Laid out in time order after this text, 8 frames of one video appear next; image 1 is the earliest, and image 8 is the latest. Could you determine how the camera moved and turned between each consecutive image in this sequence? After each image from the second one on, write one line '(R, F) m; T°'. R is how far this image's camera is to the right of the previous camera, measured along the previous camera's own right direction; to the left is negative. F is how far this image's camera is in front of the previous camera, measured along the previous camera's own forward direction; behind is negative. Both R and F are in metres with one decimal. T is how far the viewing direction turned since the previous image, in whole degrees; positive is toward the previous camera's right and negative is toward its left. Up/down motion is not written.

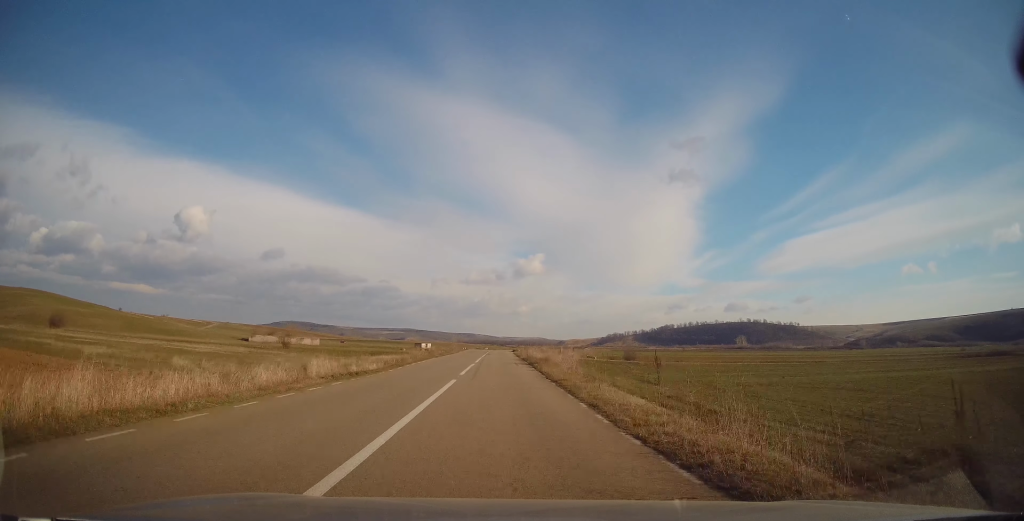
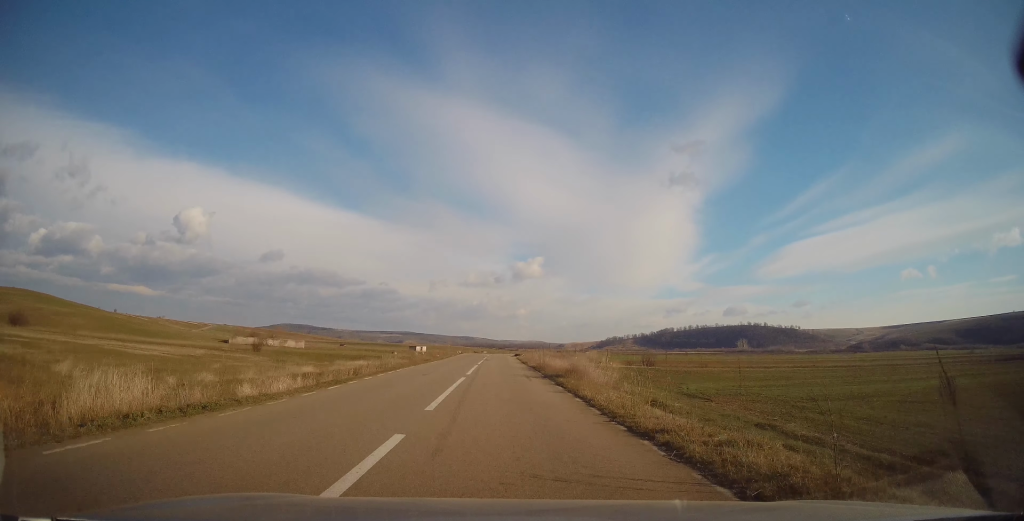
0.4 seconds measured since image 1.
(-0.1, +10.5) m; 0°
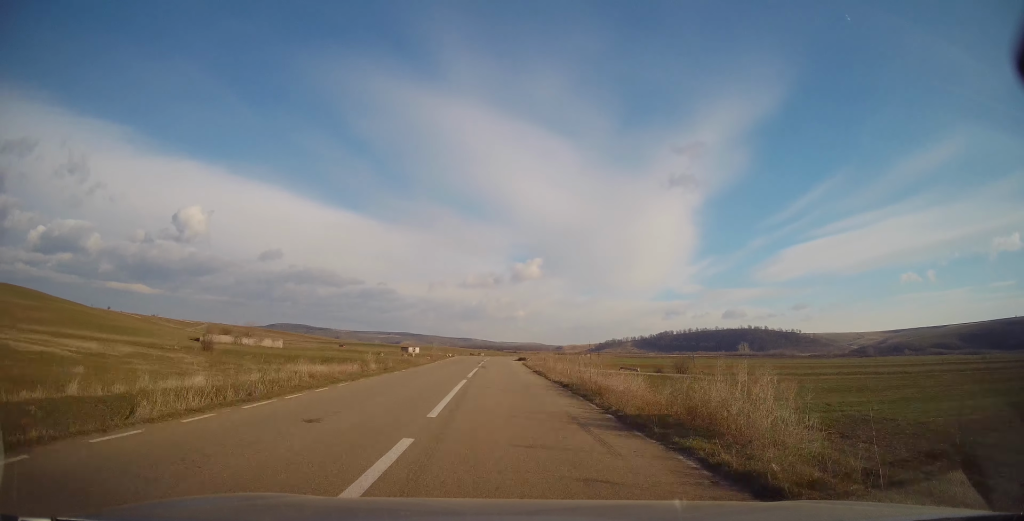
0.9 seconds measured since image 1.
(+0.1, +13.2) m; +1°
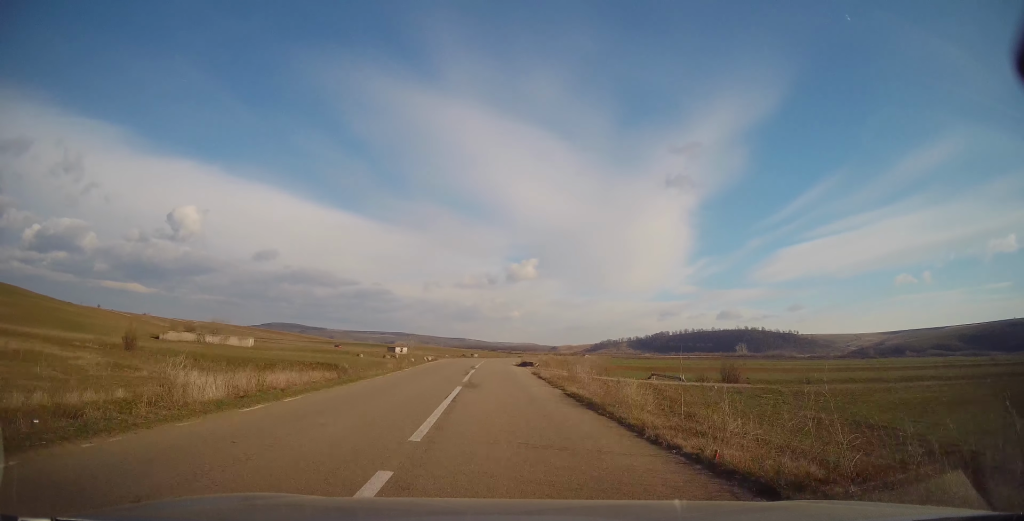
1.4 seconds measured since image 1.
(+0.2, +13.9) m; +1°
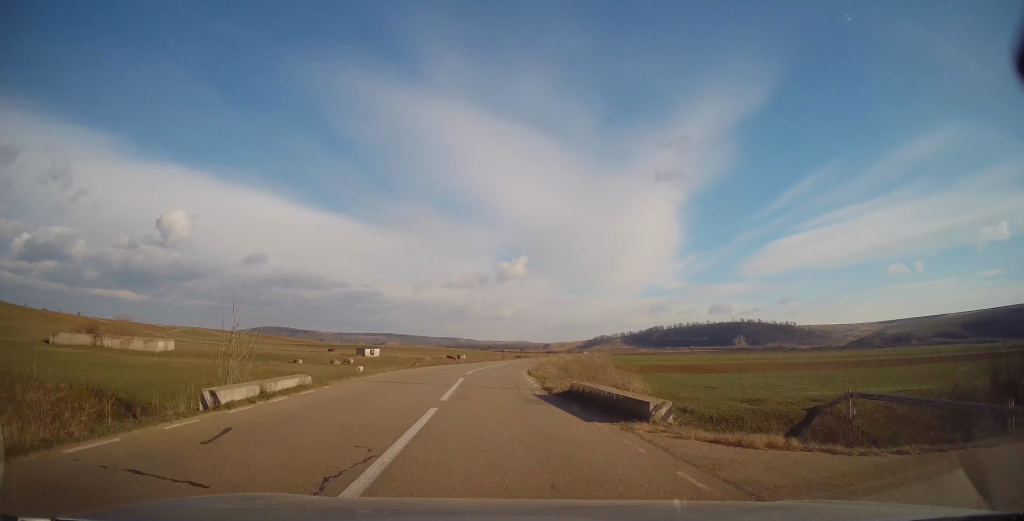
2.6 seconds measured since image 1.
(+0.2, +29.0) m; 0°
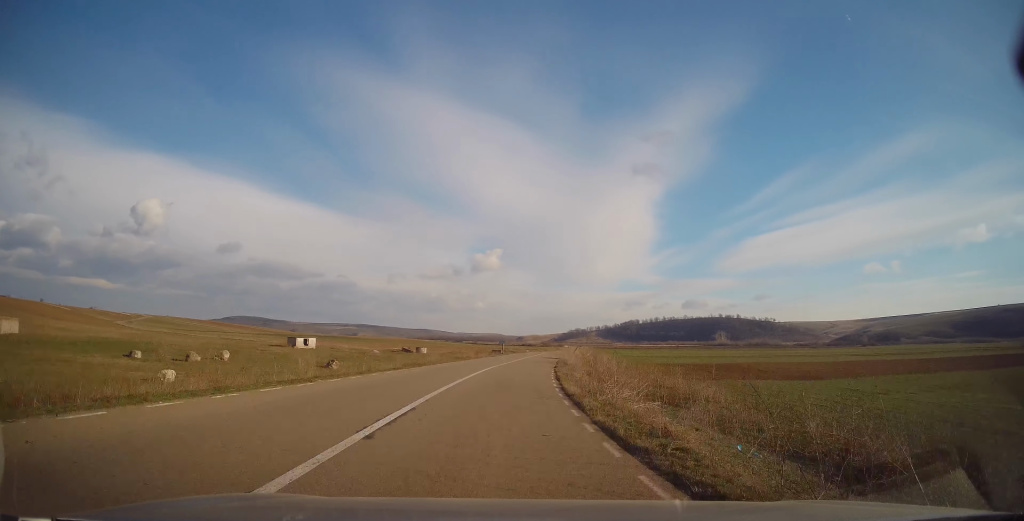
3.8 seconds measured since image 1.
(+0.4, +30.5) m; +3°
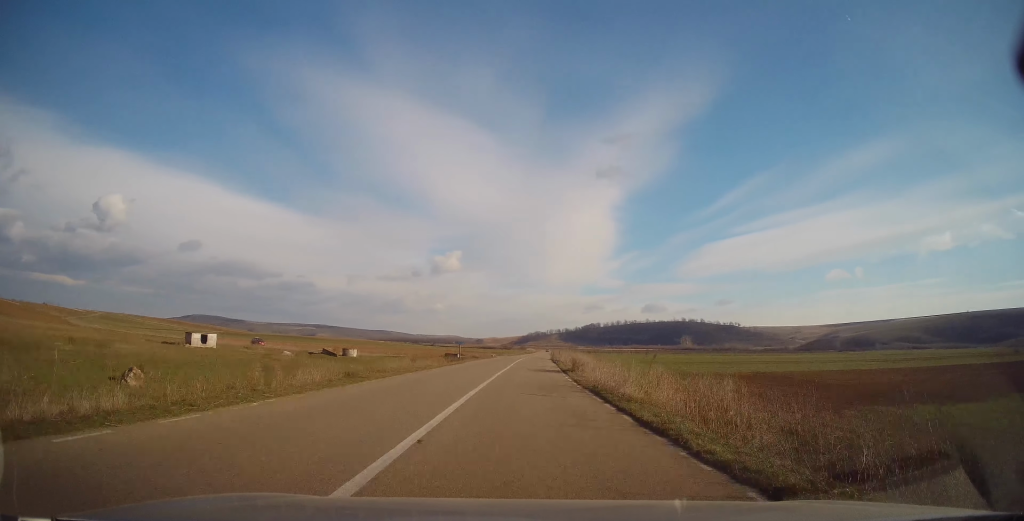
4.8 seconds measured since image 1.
(+1.0, +24.4) m; +4°
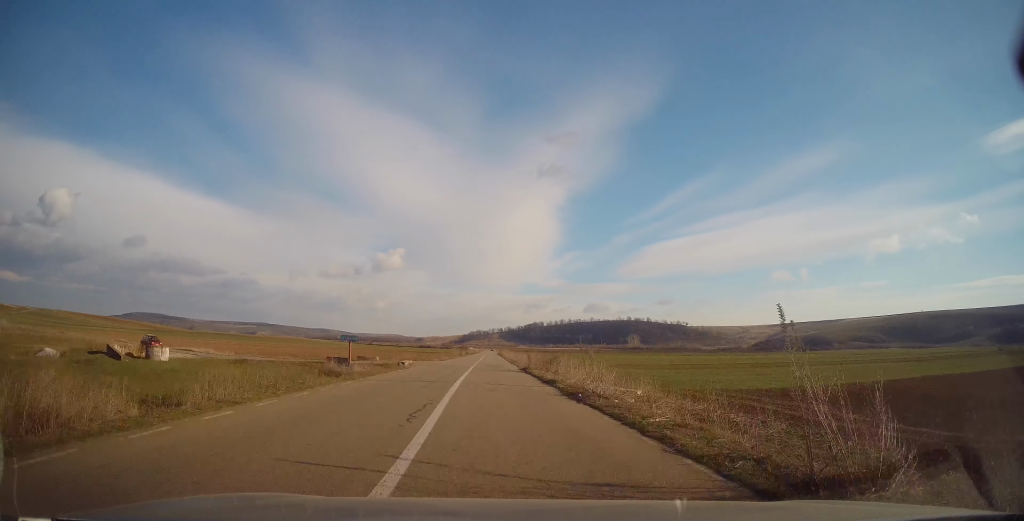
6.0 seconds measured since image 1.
(+1.8, +32.3) m; +5°
